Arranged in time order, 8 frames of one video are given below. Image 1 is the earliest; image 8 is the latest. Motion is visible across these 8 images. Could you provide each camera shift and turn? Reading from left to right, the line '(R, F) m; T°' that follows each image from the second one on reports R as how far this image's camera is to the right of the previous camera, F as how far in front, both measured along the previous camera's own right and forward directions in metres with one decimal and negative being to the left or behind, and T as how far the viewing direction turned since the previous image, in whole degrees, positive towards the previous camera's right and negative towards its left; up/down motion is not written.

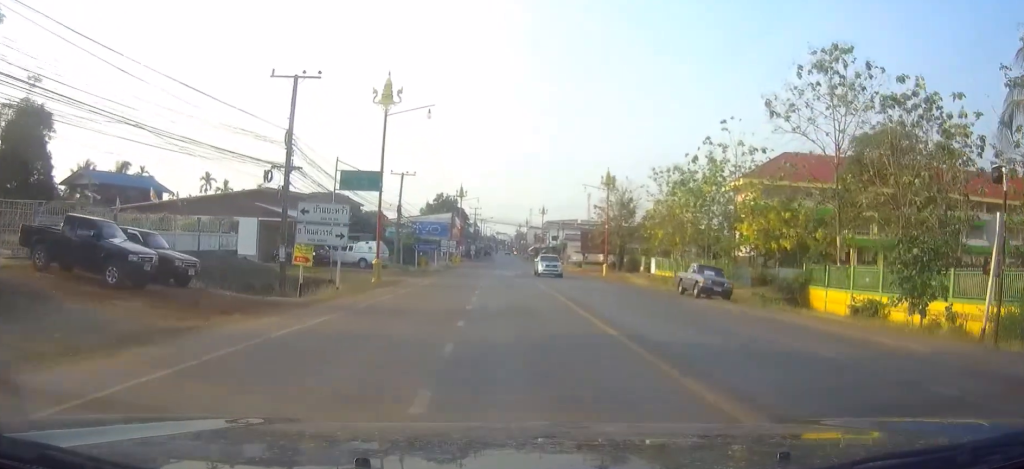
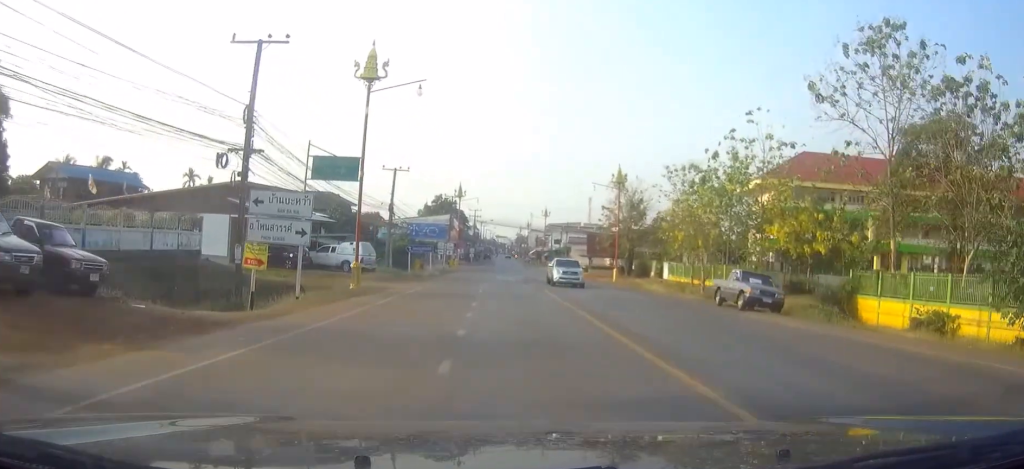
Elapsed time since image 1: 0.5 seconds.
(0.0, +5.9) m; +1°
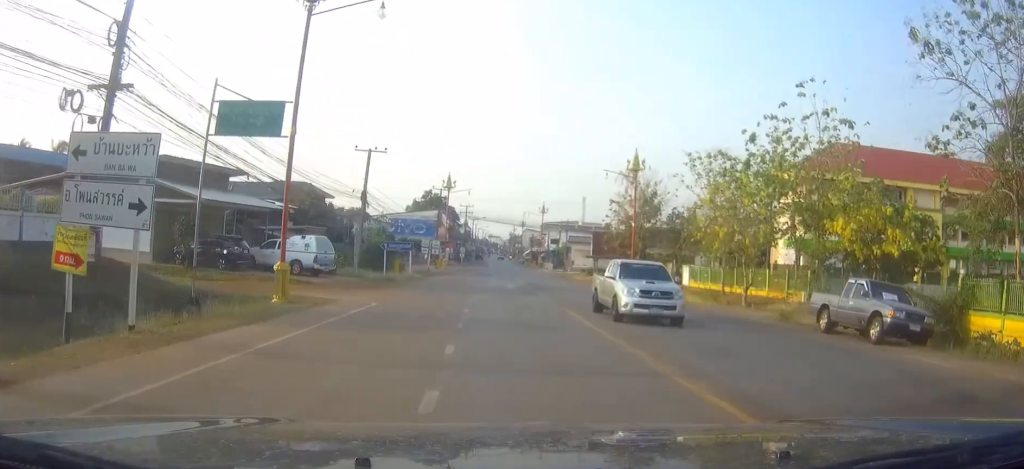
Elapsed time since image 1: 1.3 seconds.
(+0.2, +9.8) m; -1°
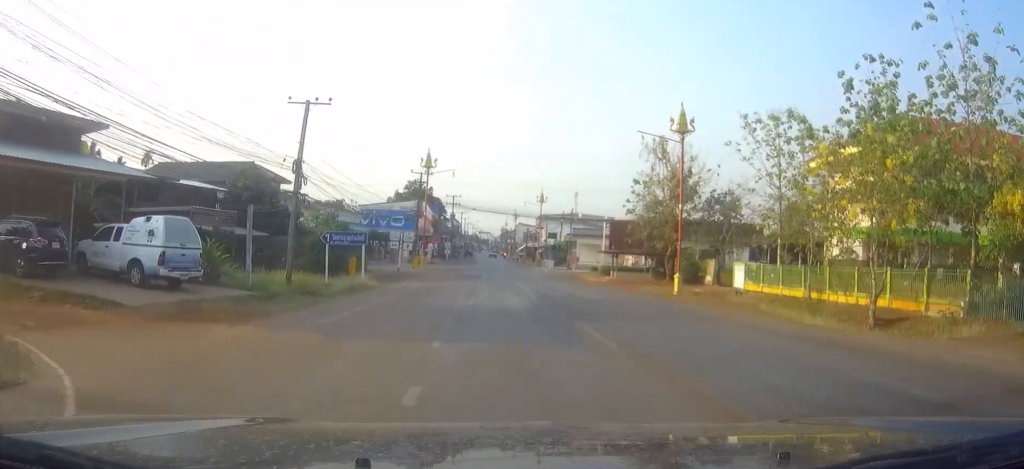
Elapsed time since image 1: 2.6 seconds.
(-0.6, +15.2) m; -2°
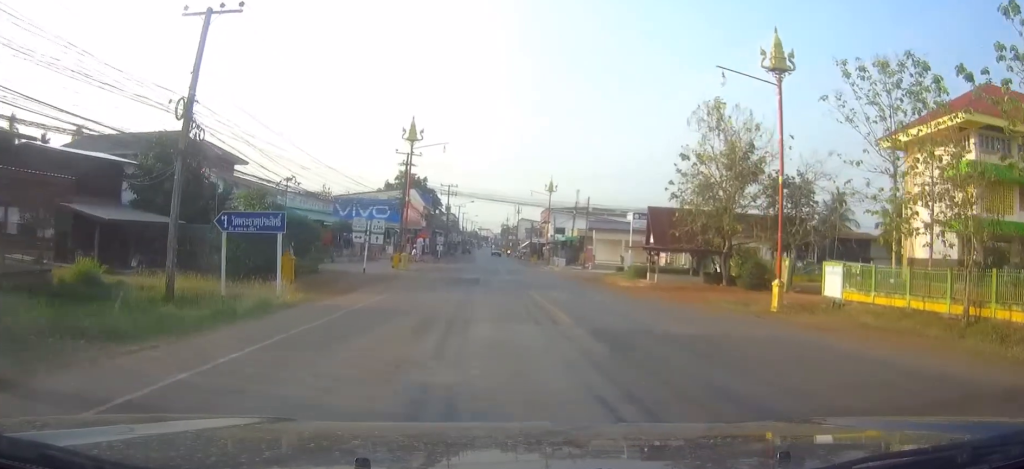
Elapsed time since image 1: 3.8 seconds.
(+0.4, +13.8) m; +2°
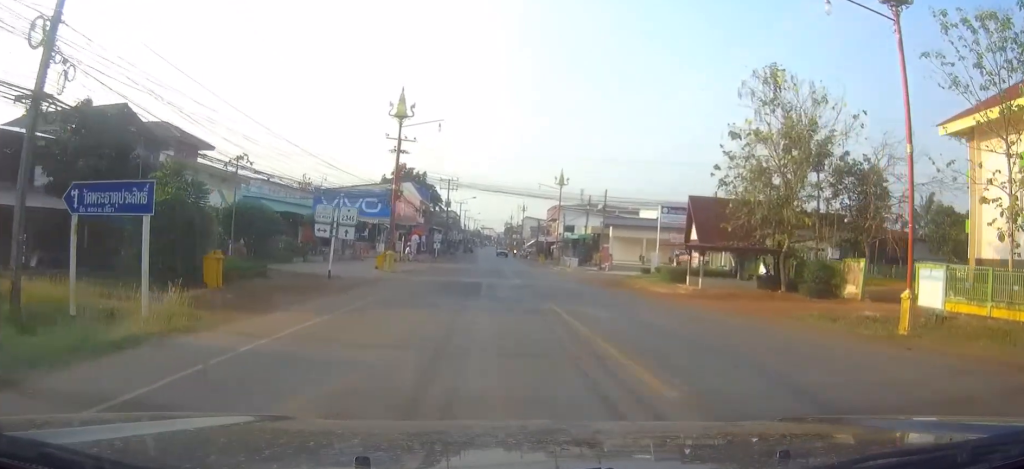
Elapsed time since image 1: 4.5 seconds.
(0.0, +8.8) m; -1°
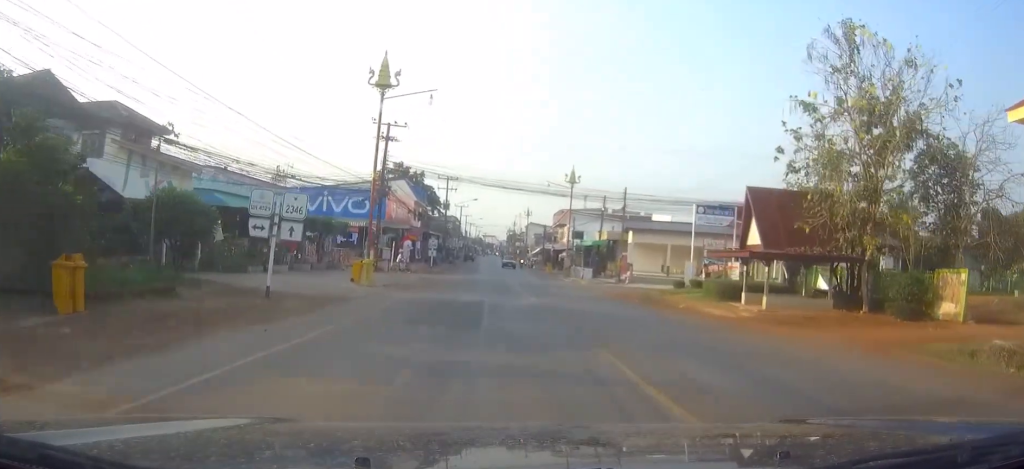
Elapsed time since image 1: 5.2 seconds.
(-0.1, +7.6) m; -1°
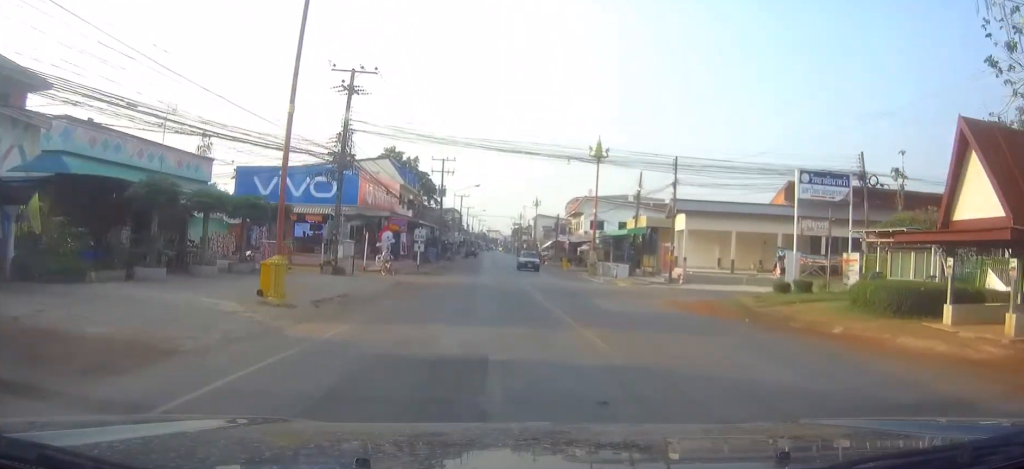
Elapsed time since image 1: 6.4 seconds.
(-0.2, +15.4) m; -1°
